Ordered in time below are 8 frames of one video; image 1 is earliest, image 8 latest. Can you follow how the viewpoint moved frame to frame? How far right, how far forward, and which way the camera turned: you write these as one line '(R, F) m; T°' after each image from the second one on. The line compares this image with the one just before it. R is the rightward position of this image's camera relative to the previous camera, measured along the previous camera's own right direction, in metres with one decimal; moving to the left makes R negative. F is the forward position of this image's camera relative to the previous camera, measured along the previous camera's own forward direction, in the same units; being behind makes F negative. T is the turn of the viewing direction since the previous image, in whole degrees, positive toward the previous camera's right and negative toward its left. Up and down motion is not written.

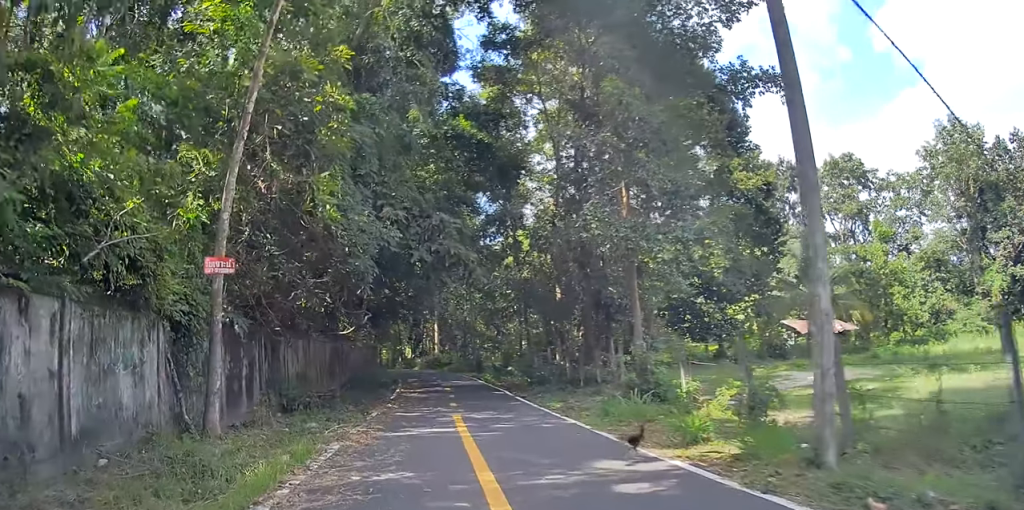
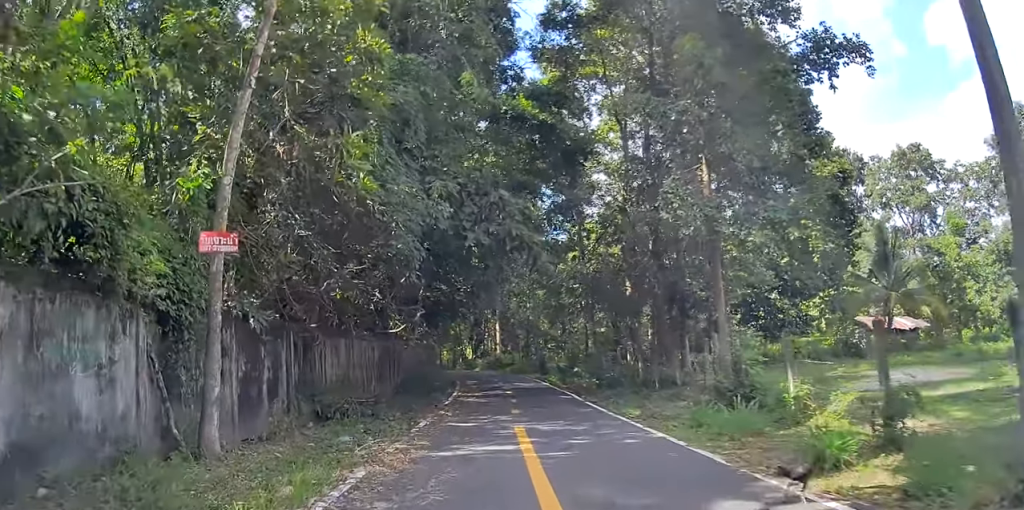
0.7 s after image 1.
(0.0, +2.5) m; -11°
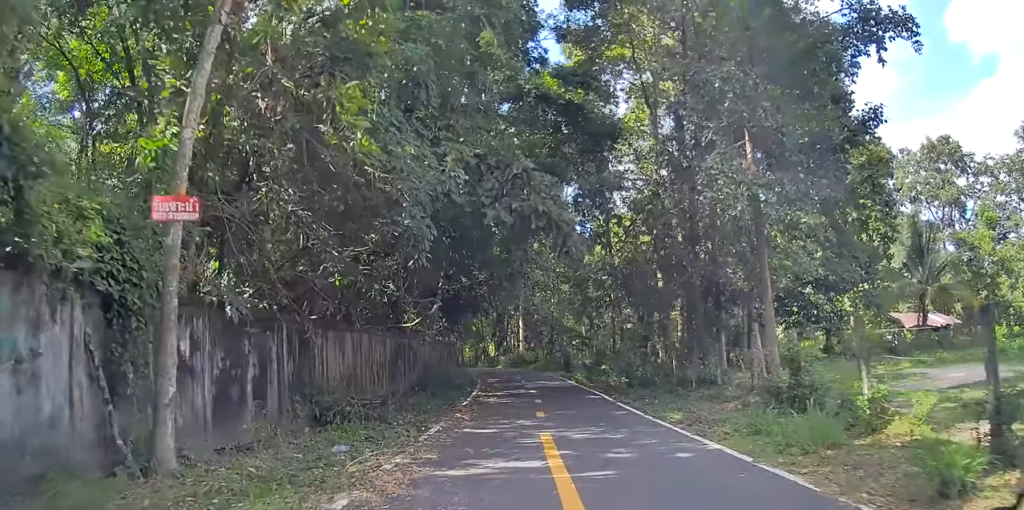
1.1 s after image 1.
(+0.3, +1.6) m; -8°
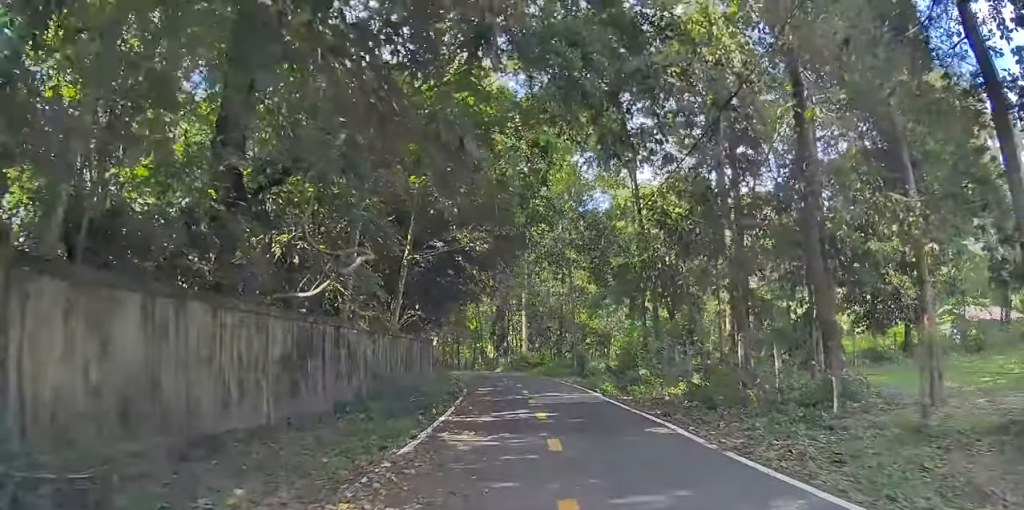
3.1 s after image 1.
(-1.7, +7.2) m; -7°
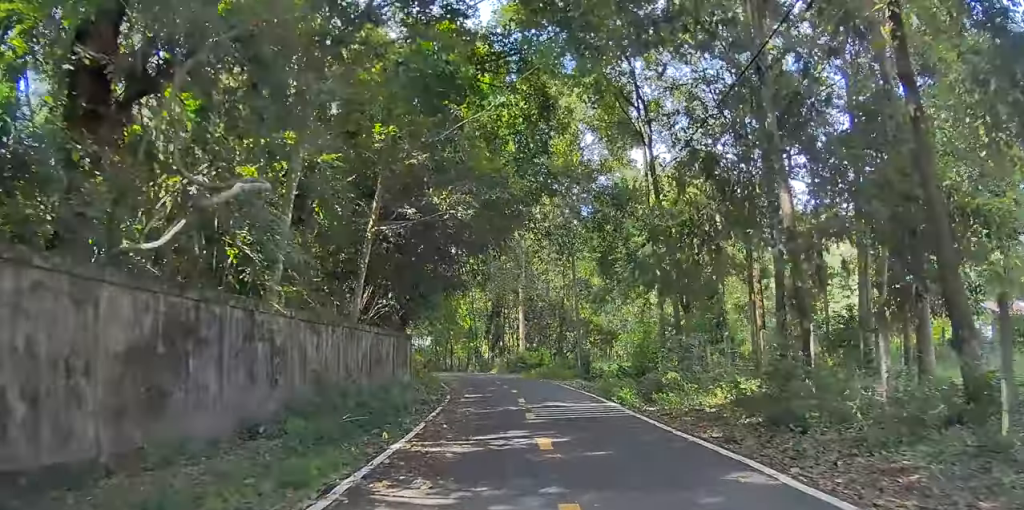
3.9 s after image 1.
(0.0, +3.5) m; -8°
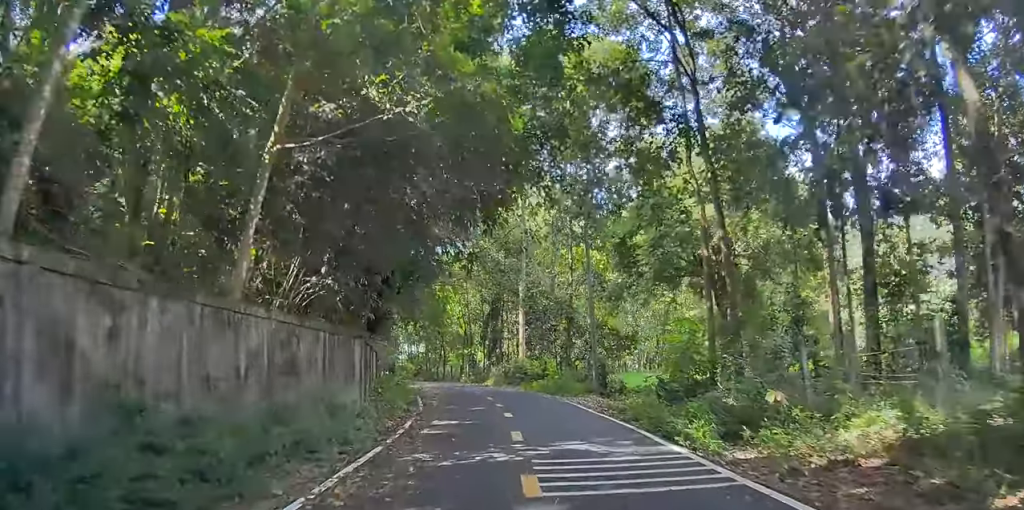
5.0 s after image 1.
(-0.8, +5.1) m; -12°
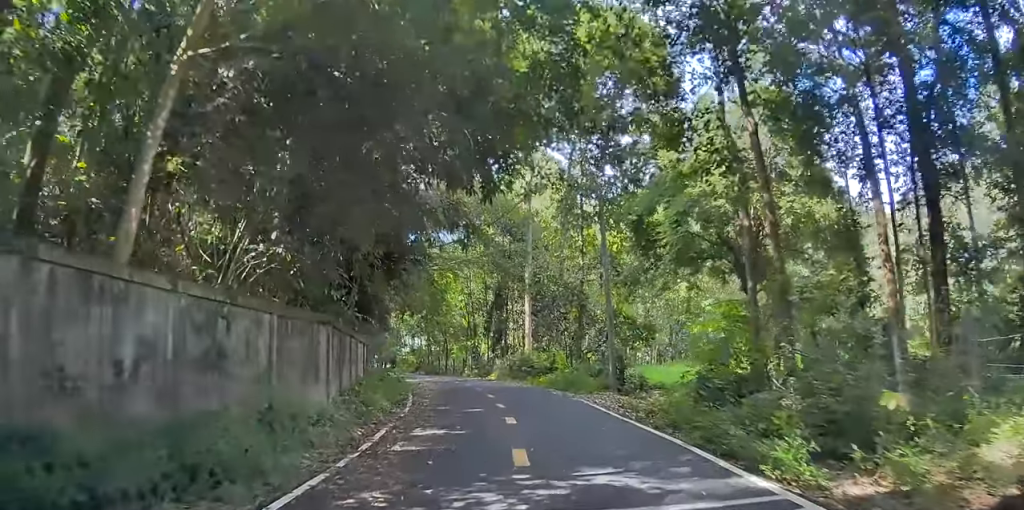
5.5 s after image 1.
(-0.1, +2.7) m; +1°
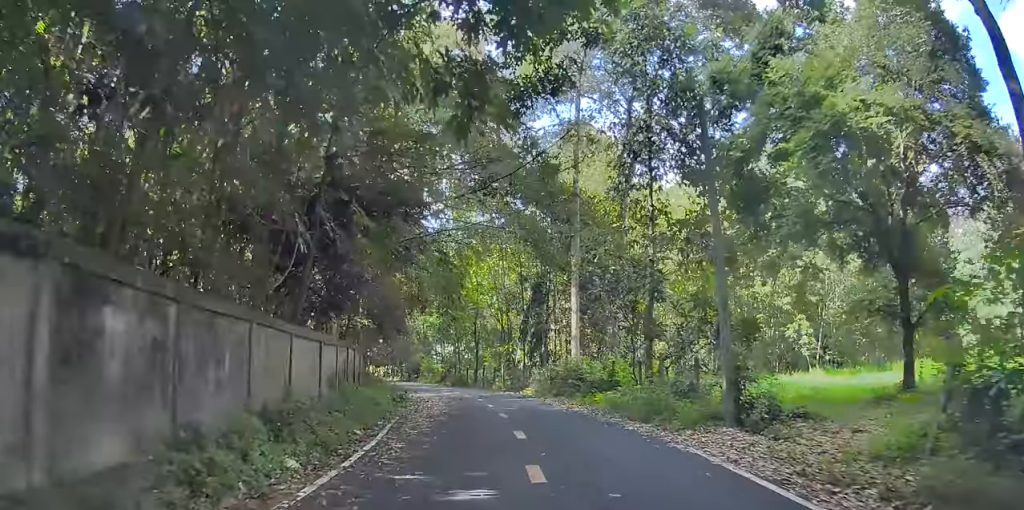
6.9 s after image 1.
(+0.8, +8.0) m; +5°
